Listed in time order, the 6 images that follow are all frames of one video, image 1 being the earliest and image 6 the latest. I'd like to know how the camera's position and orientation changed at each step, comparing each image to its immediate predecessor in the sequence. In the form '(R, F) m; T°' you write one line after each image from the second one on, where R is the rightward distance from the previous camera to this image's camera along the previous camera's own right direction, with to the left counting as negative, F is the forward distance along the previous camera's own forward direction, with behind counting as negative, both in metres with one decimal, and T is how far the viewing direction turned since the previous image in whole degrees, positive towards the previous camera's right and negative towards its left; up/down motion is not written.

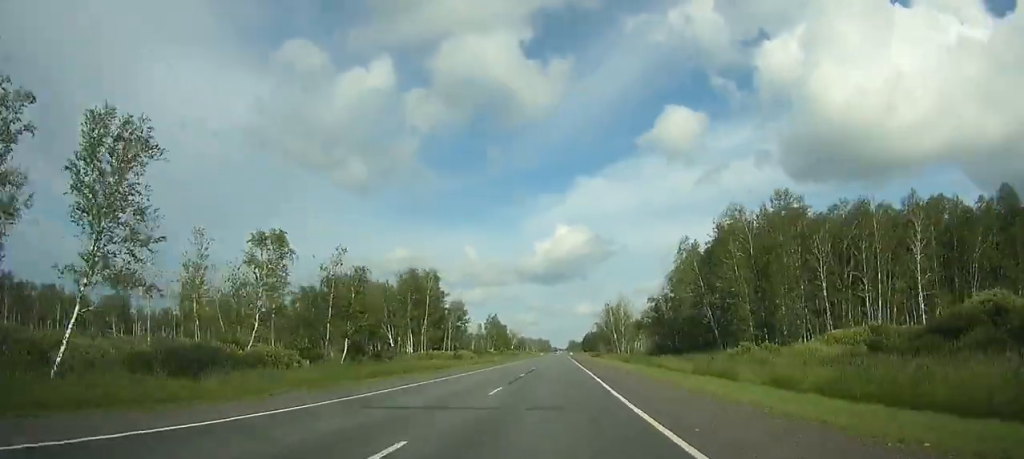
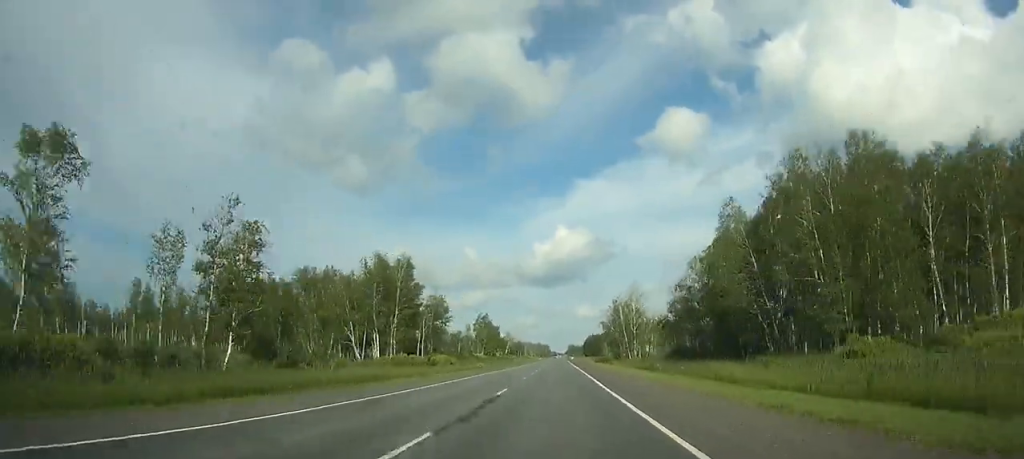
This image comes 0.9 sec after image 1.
(0.0, +23.1) m; 0°
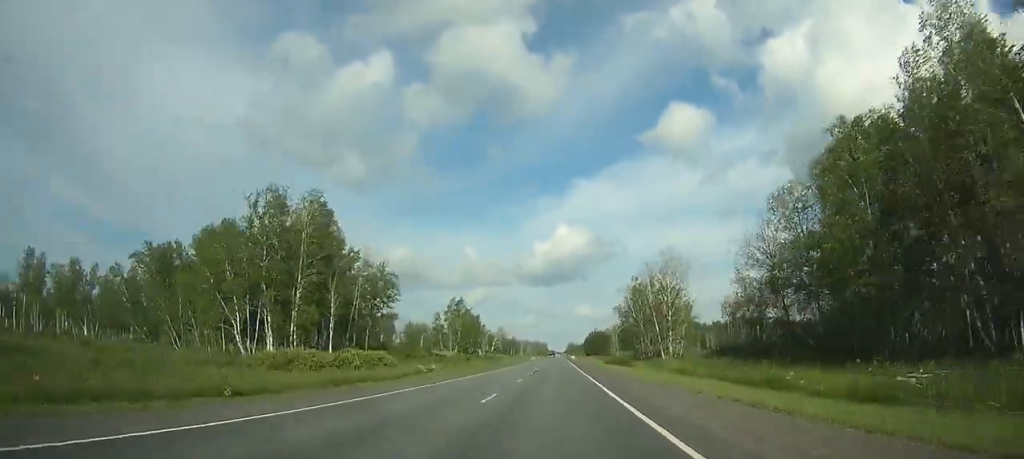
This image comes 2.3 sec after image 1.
(-0.1, +38.4) m; 0°
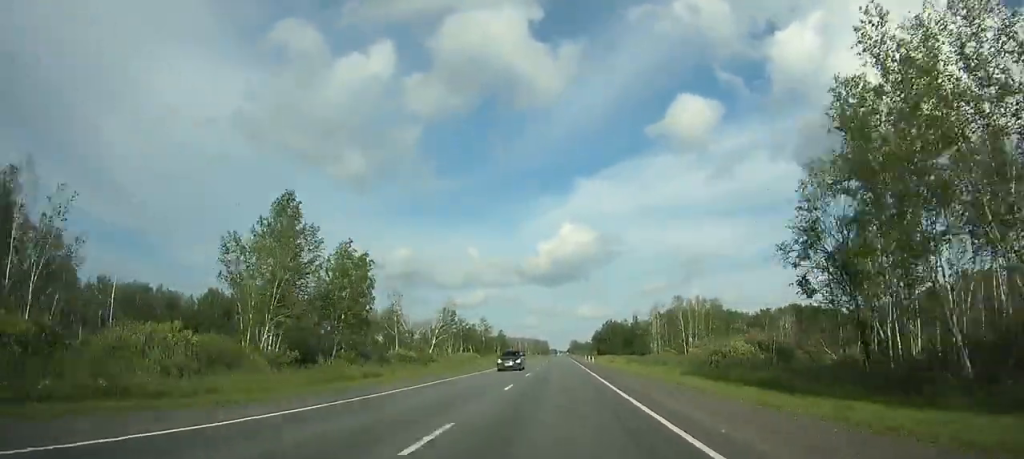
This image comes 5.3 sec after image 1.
(+0.1, +77.4) m; 0°
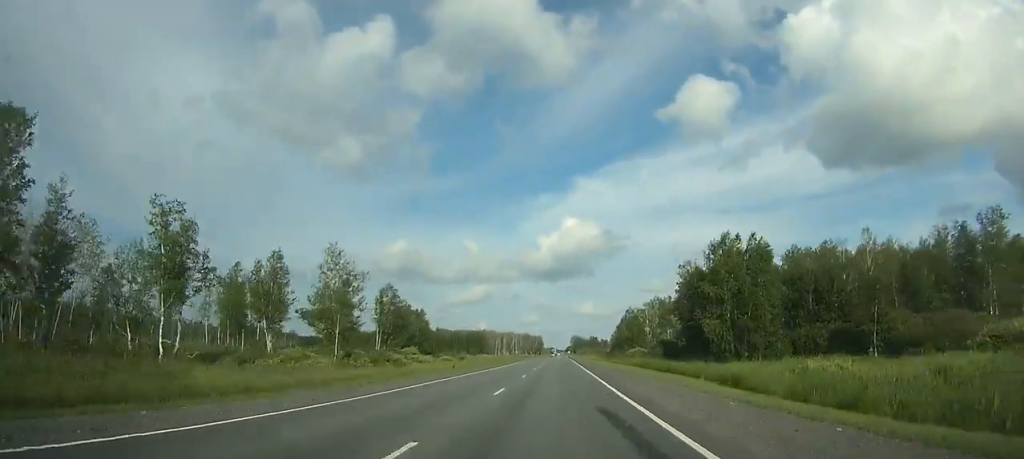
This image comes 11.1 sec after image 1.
(-0.3, +166.8) m; 0°
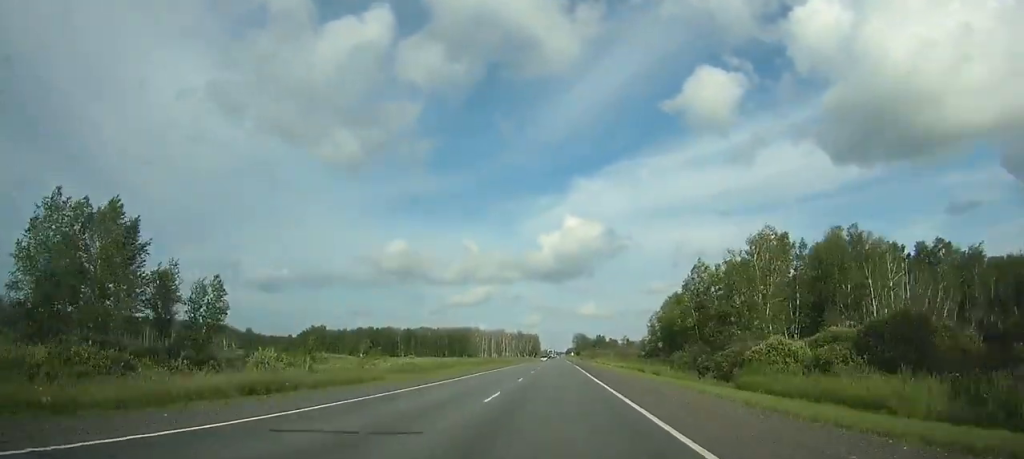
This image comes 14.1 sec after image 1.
(+0.4, +88.6) m; 0°
